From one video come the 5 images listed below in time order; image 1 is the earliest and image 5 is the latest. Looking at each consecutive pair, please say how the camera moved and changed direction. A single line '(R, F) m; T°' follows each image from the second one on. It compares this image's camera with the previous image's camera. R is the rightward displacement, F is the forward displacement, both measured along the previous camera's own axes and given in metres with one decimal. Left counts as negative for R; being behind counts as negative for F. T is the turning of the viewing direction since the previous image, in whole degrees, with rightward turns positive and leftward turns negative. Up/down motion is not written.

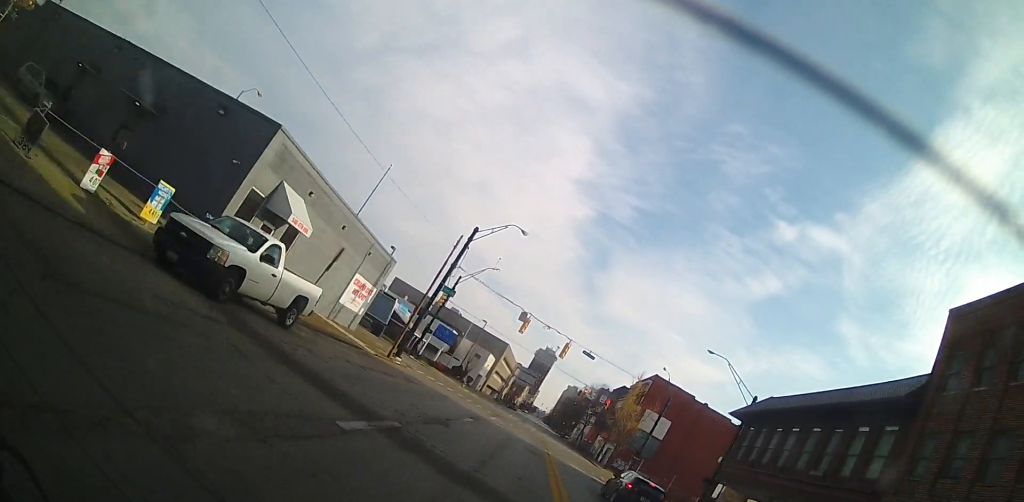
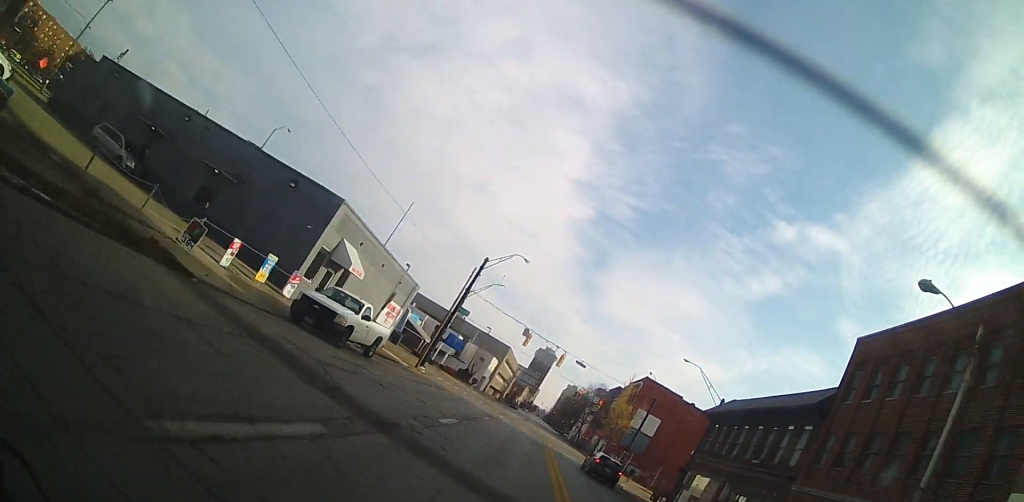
(+1.2, +7.8) m; +2°
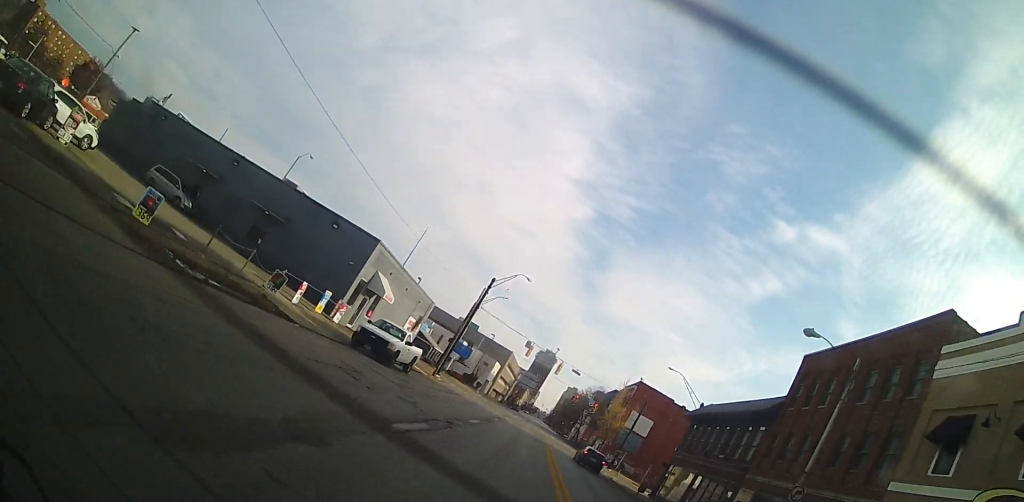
(+0.4, +6.7) m; 0°
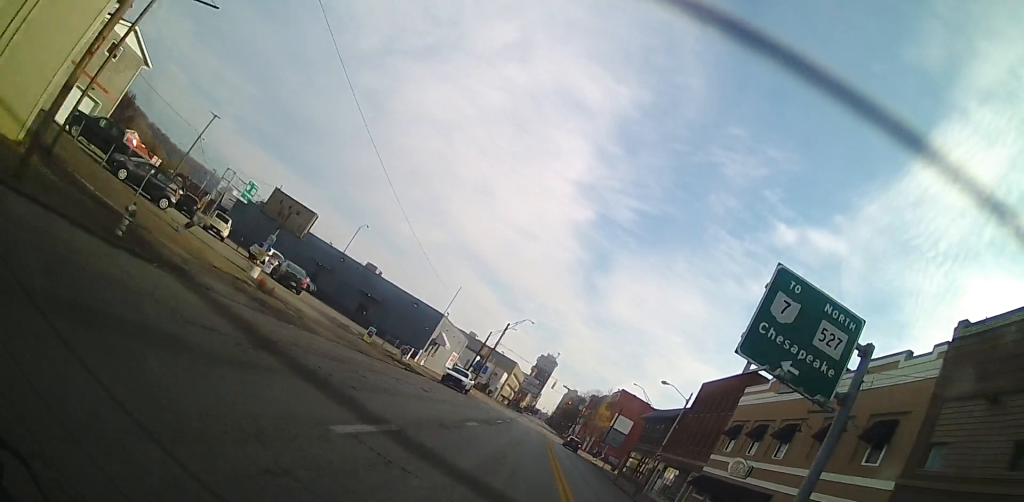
(-1.7, +24.1) m; -4°
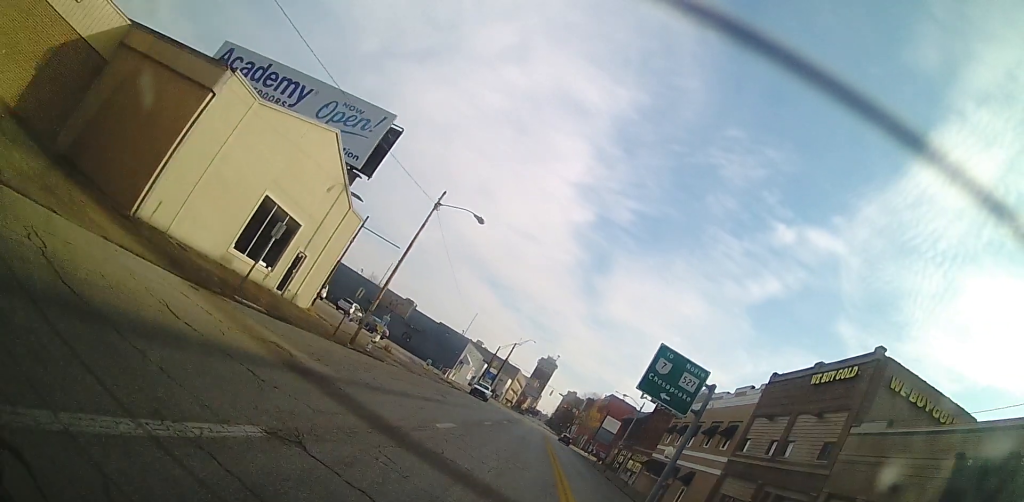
(-0.5, +20.9) m; 0°
